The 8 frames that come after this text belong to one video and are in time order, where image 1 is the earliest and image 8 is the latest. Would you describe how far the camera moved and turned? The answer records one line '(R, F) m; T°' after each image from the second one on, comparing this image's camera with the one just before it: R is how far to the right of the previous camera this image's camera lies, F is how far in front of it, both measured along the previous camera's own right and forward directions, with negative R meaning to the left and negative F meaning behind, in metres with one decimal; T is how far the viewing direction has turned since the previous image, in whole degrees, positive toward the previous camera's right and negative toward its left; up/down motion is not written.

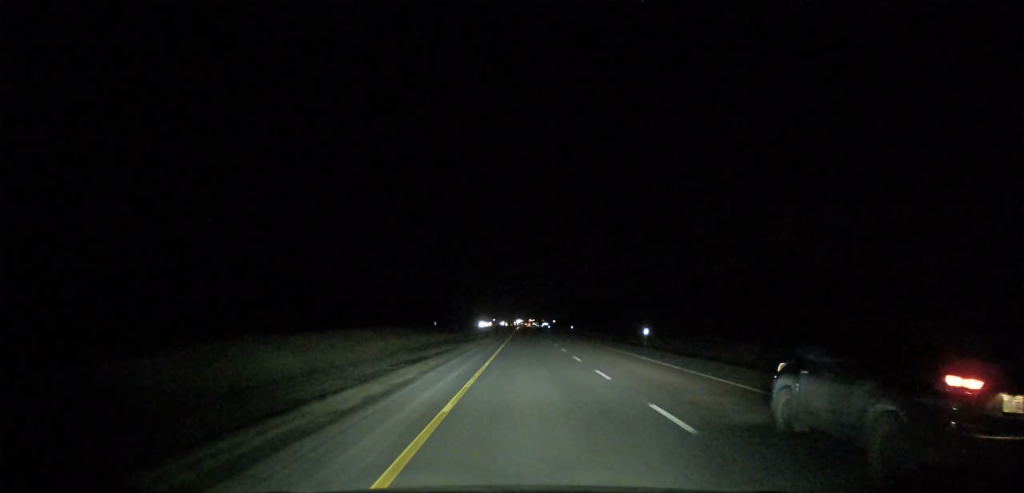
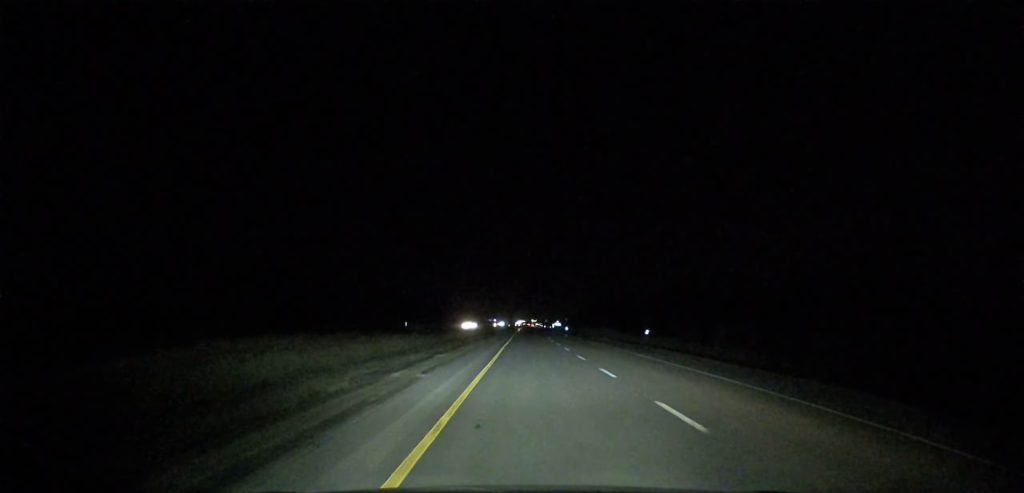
(-0.2, +104.8) m; 0°
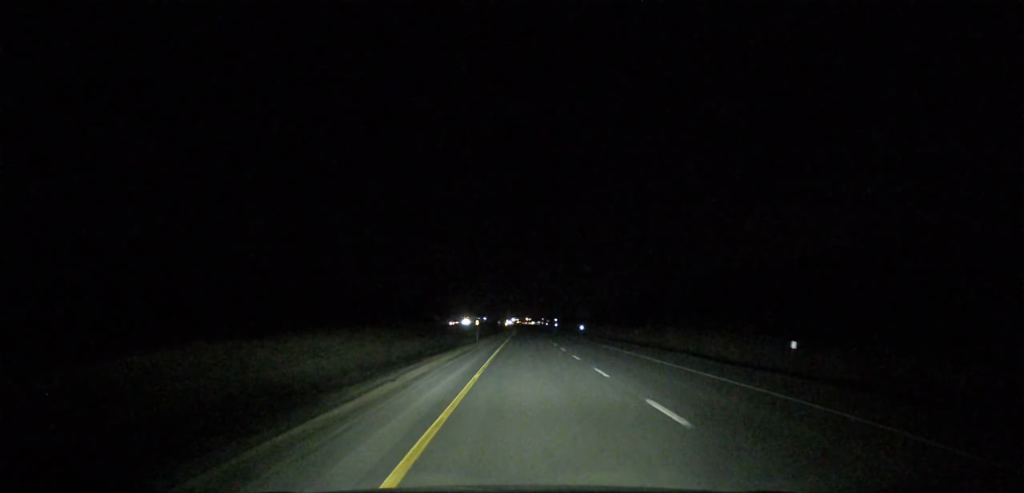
(+0.8, +255.2) m; +1°
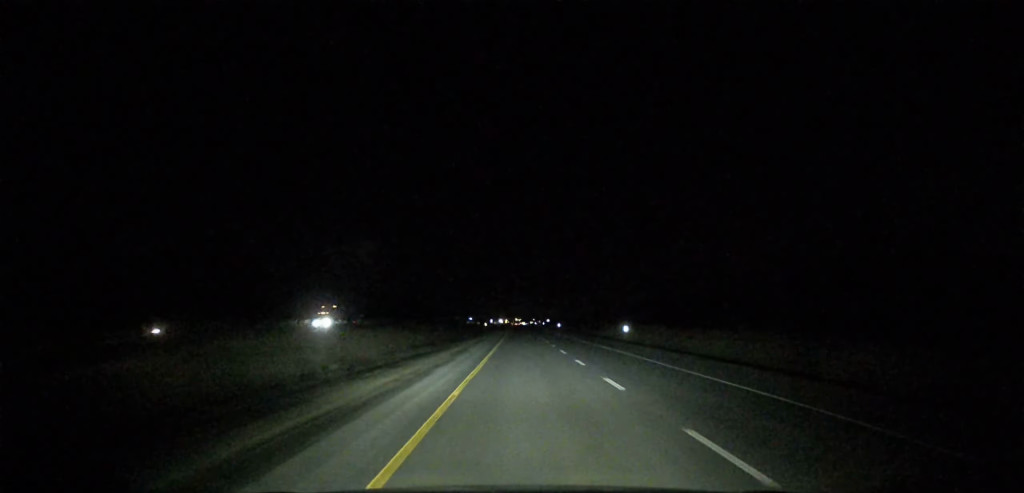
(+1.4, +157.1) m; 0°
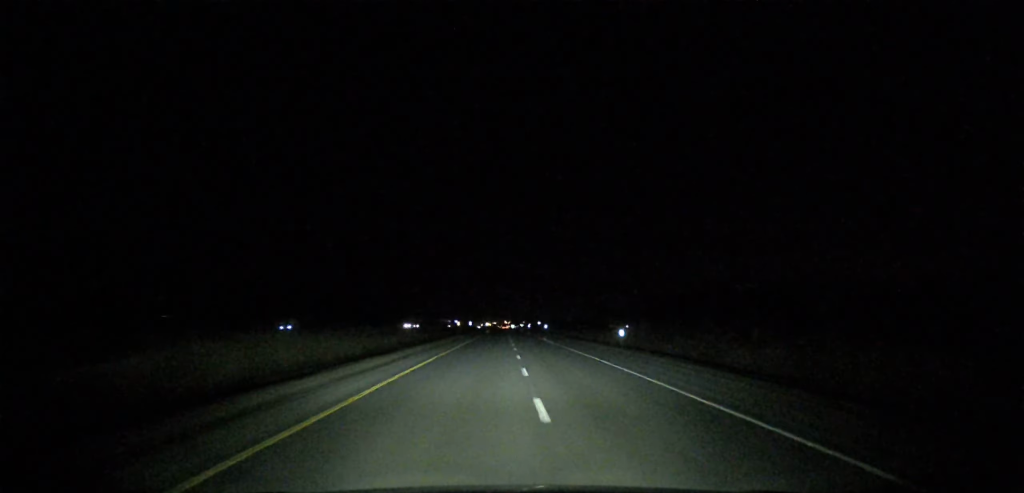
(+0.2, +105.6) m; 0°
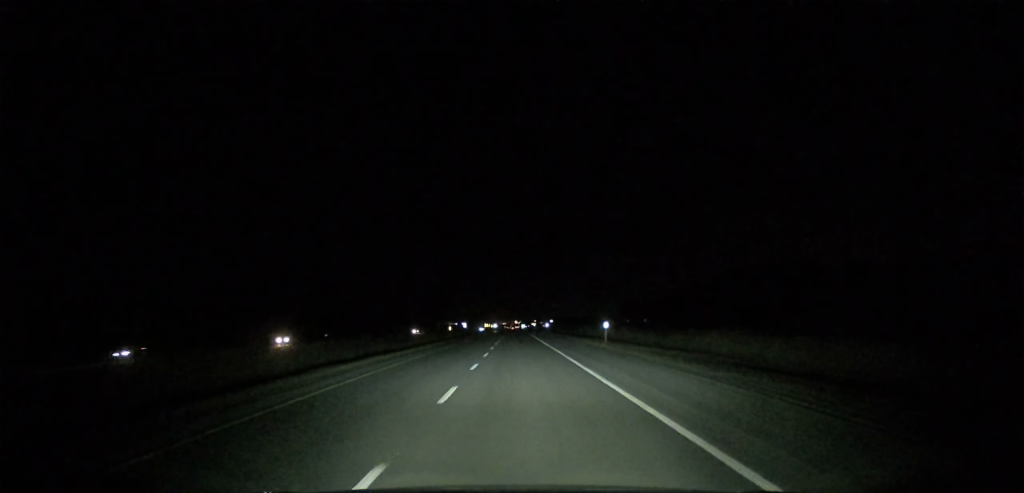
(+0.1, +86.8) m; 0°
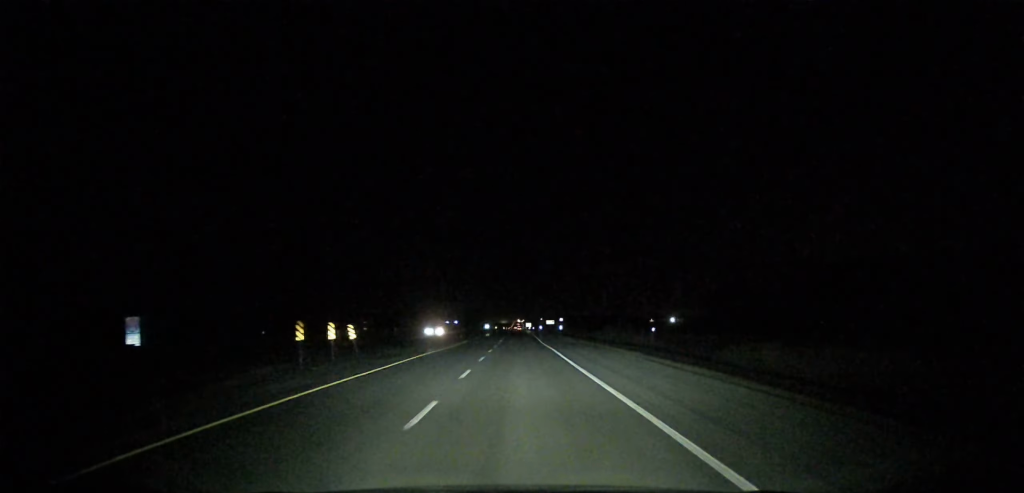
(-1.1, +259.7) m; 0°
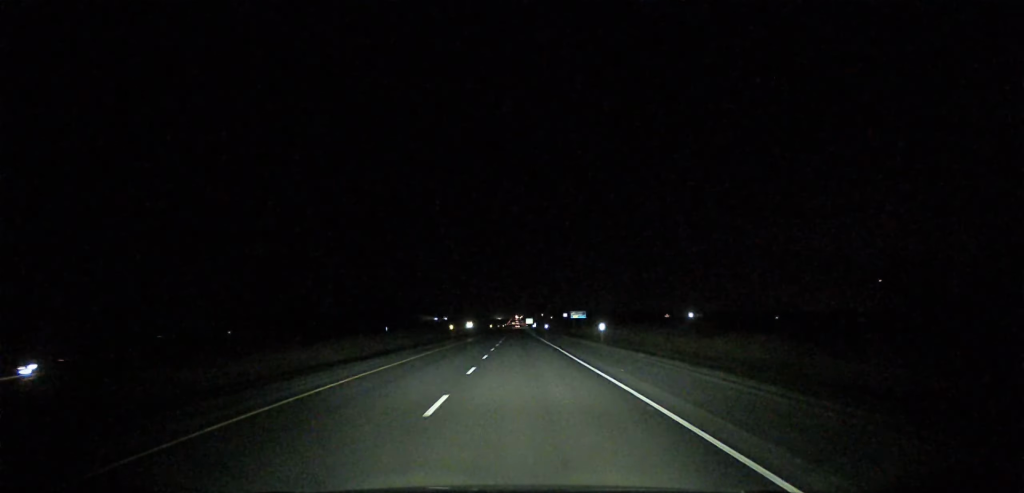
(-0.1, +153.7) m; 0°
